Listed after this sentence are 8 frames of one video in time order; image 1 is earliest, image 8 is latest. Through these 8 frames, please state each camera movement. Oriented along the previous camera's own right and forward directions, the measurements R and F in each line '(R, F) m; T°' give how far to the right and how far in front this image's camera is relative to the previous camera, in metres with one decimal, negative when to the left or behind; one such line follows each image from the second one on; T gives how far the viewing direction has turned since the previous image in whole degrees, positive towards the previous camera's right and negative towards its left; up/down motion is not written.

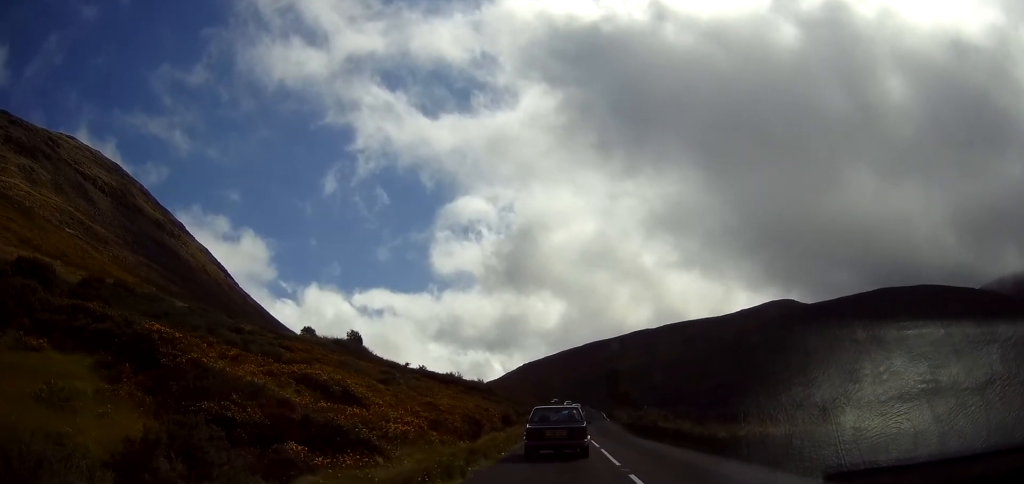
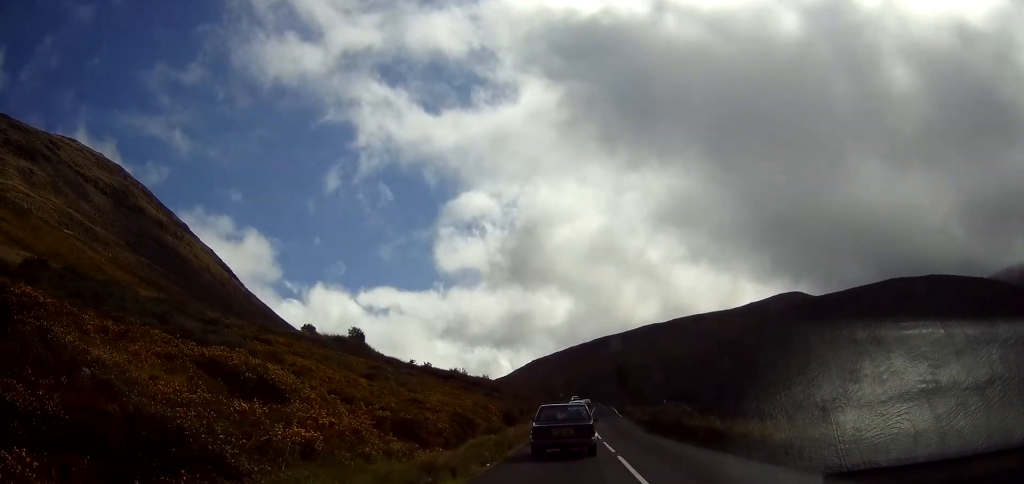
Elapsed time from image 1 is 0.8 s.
(+0.1, +4.8) m; +2°
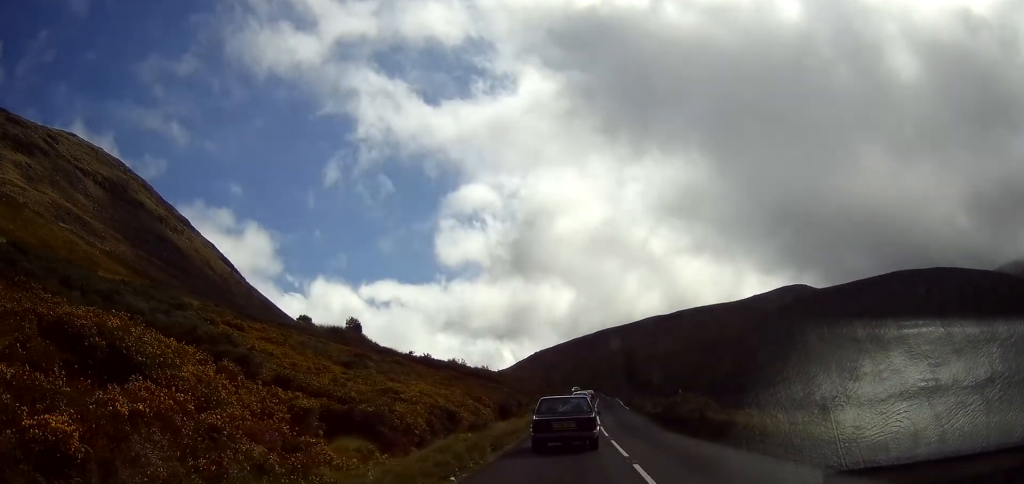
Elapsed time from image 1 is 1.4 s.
(0.0, +4.3) m; +1°
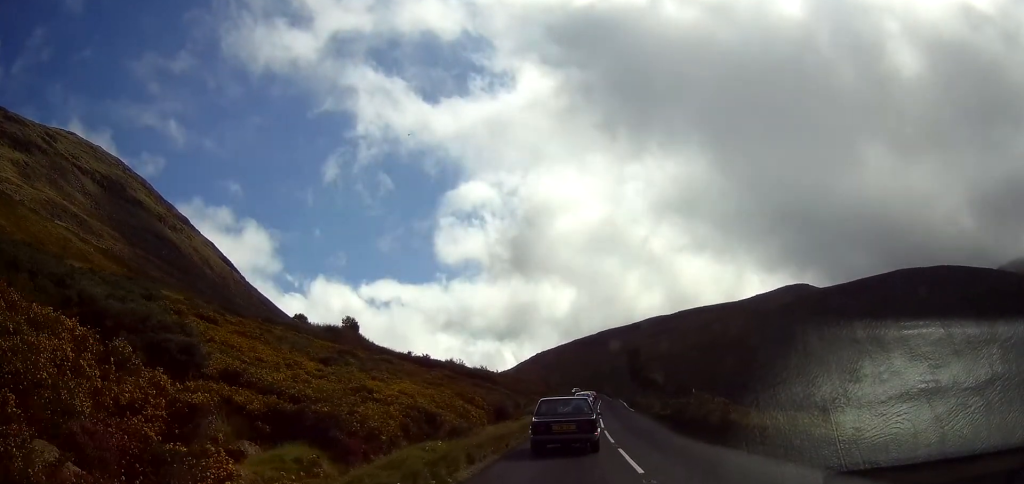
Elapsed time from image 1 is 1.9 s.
(+0.1, +3.3) m; 0°
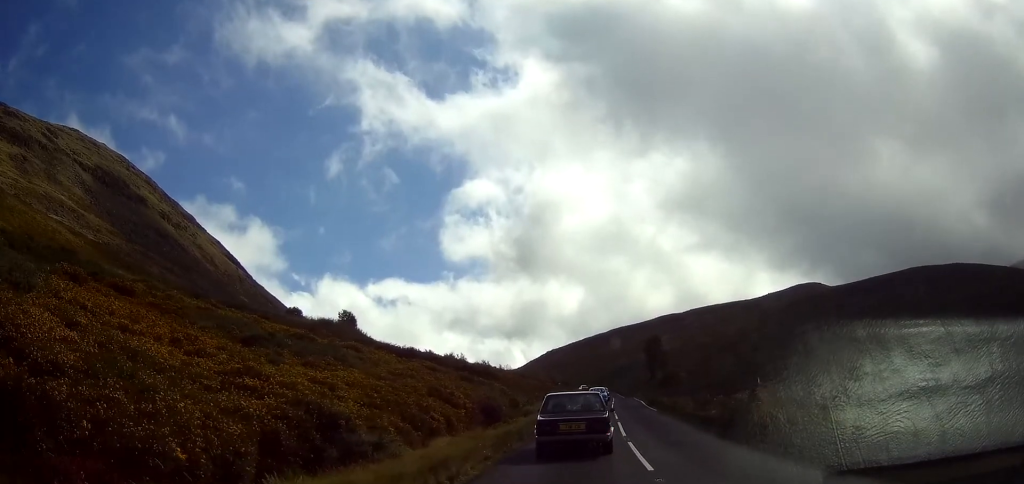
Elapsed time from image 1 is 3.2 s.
(-0.1, +8.9) m; -2°
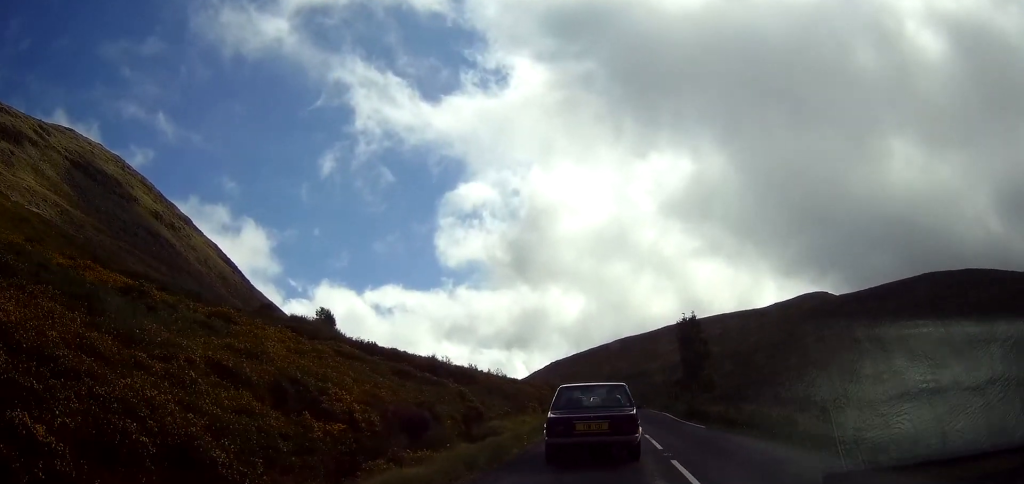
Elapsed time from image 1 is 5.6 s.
(-0.1, +15.0) m; 0°
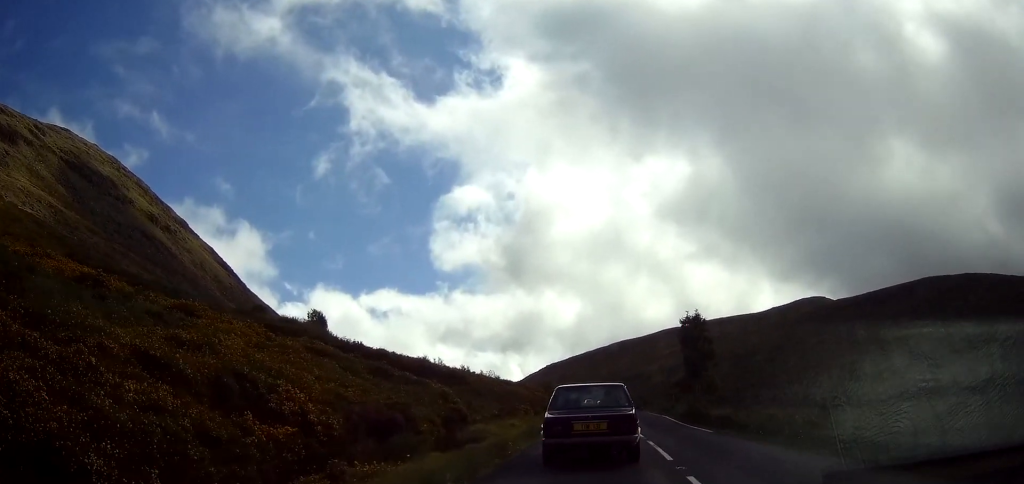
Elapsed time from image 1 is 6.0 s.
(0.0, +2.3) m; 0°
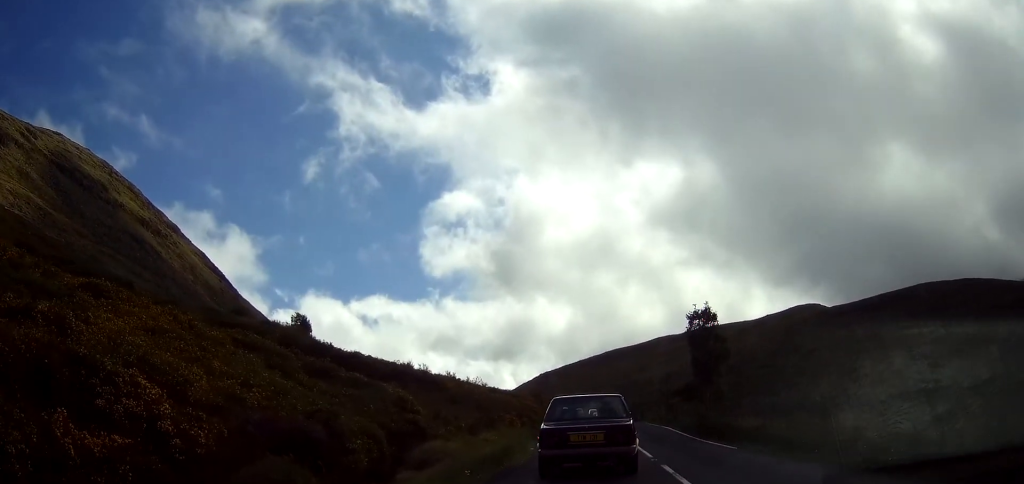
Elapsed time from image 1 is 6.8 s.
(0.0, +4.8) m; -1°
